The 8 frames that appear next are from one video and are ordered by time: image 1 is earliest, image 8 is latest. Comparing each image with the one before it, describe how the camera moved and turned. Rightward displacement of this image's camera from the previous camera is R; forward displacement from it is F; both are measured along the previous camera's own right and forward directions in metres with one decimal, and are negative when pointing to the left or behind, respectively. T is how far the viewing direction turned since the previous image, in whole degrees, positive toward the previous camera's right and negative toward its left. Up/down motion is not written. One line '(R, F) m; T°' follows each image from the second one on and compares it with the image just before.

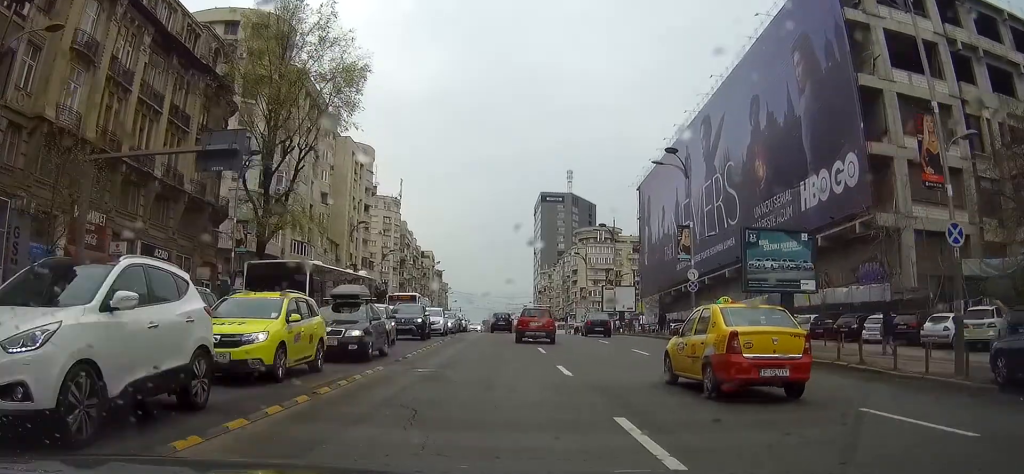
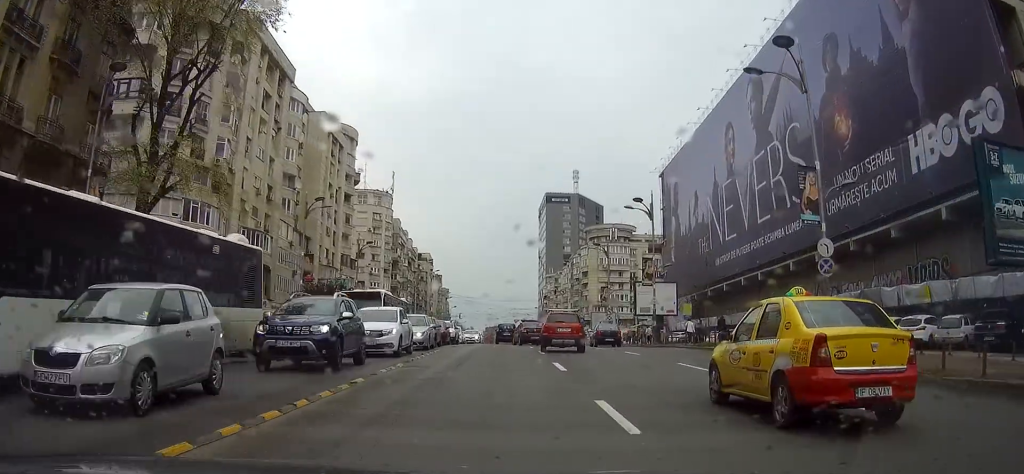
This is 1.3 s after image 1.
(+0.1, +16.5) m; 0°
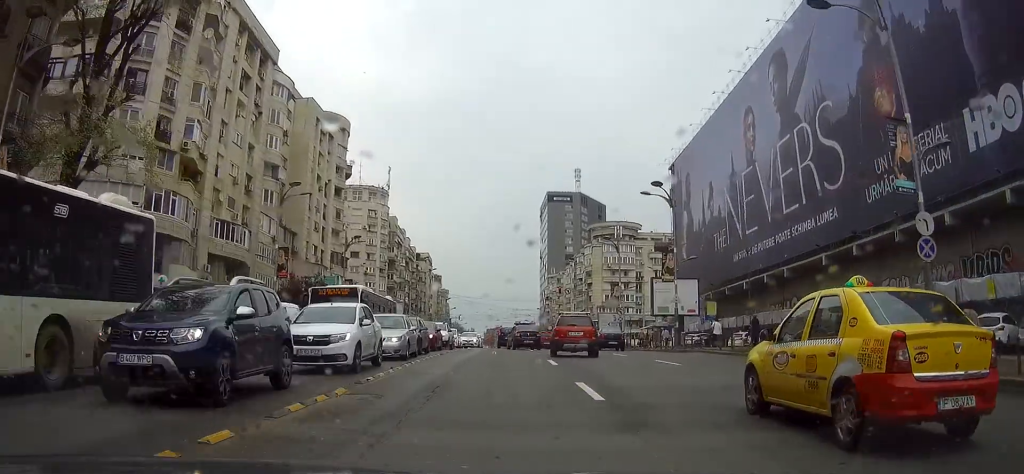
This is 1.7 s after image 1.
(0.0, +6.1) m; 0°
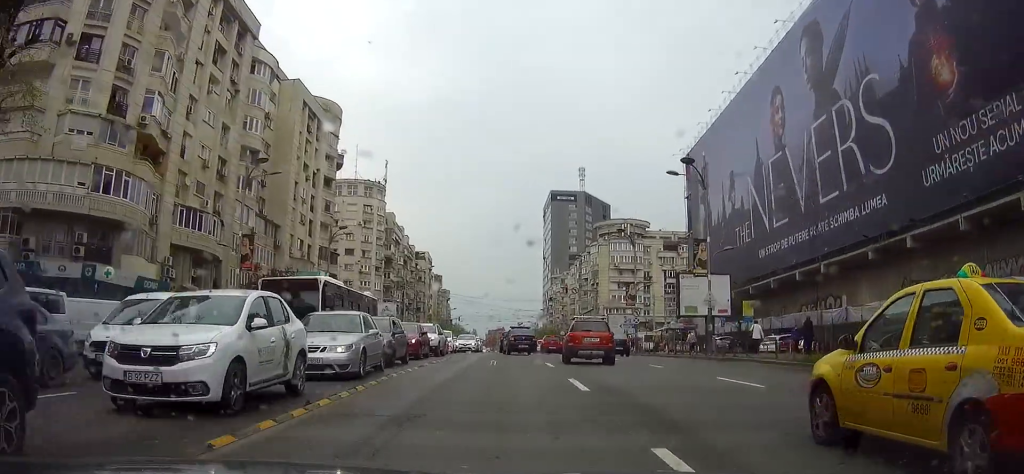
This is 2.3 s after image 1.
(0.0, +6.9) m; 0°
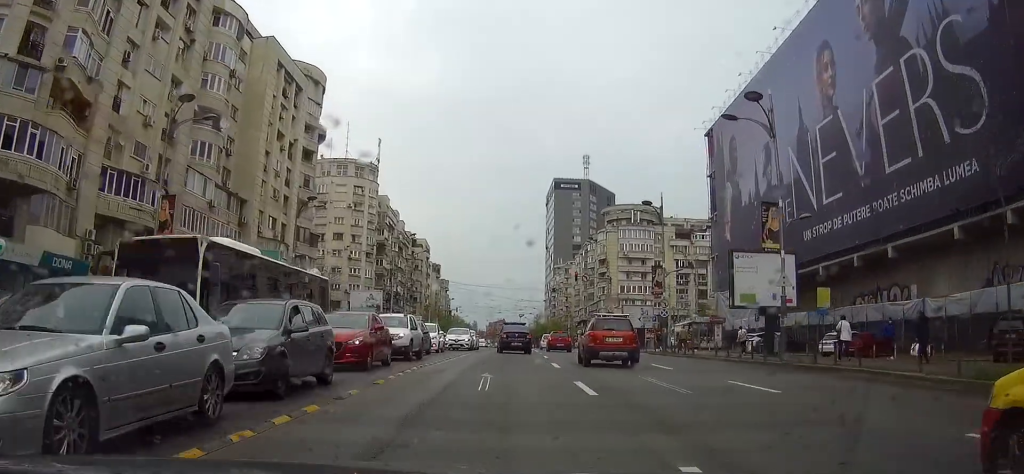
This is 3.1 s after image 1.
(0.0, +10.1) m; 0°
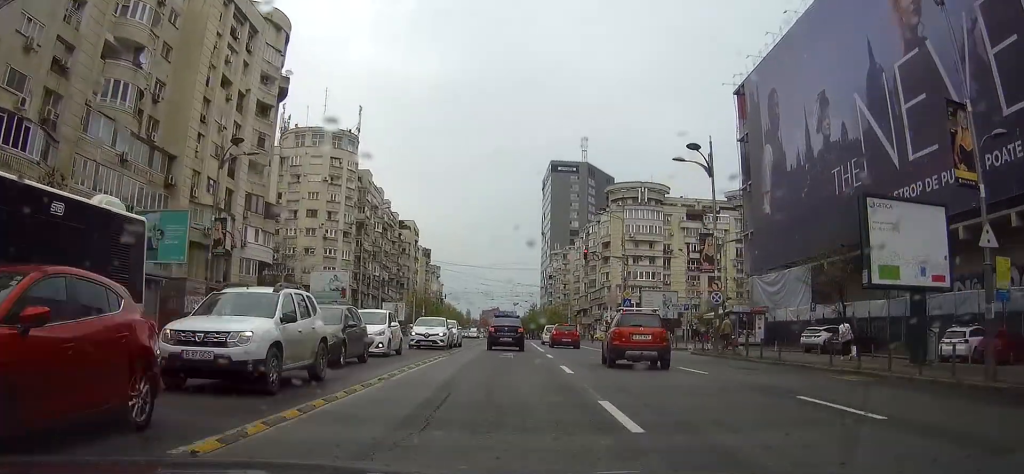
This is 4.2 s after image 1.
(0.0, +13.7) m; 0°
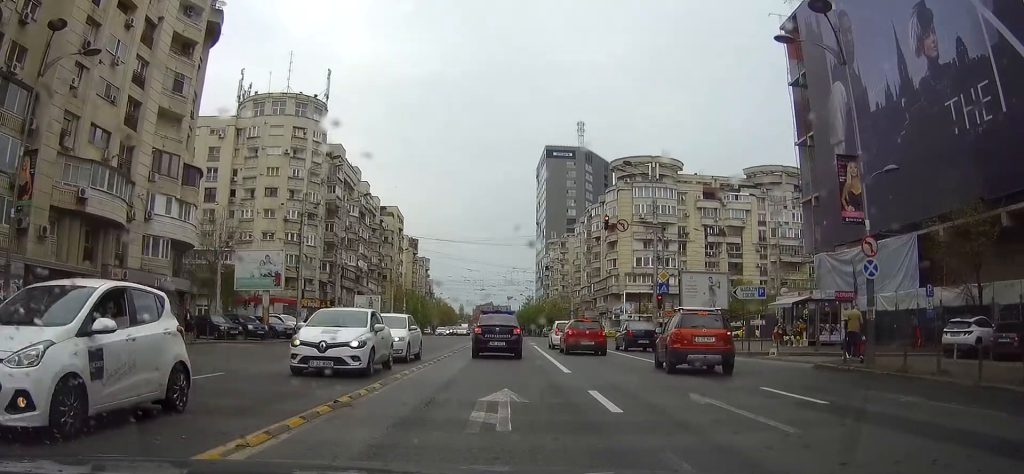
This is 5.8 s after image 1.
(0.0, +17.0) m; 0°
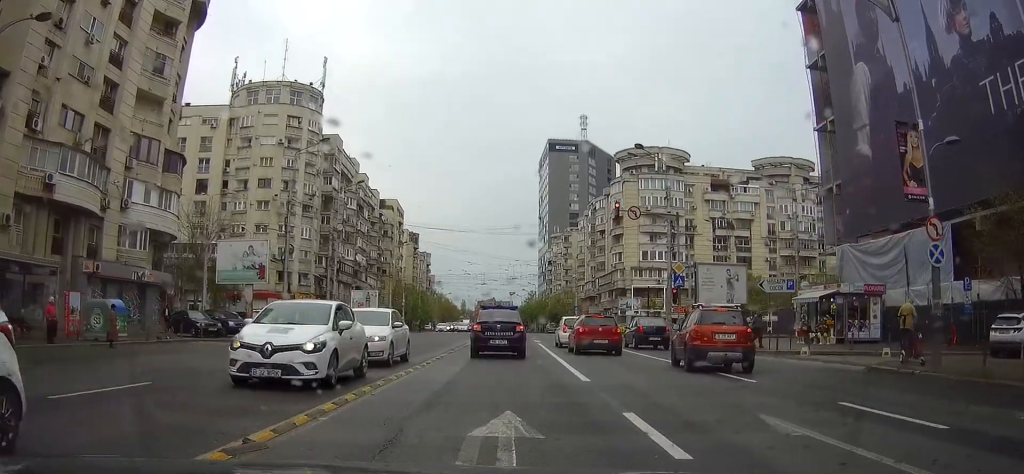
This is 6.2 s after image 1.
(+0.1, +3.6) m; 0°
